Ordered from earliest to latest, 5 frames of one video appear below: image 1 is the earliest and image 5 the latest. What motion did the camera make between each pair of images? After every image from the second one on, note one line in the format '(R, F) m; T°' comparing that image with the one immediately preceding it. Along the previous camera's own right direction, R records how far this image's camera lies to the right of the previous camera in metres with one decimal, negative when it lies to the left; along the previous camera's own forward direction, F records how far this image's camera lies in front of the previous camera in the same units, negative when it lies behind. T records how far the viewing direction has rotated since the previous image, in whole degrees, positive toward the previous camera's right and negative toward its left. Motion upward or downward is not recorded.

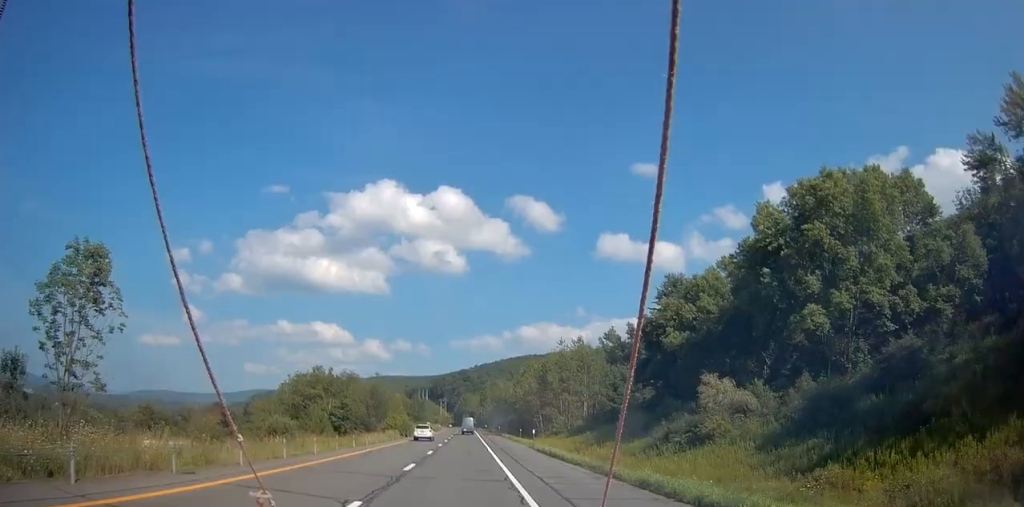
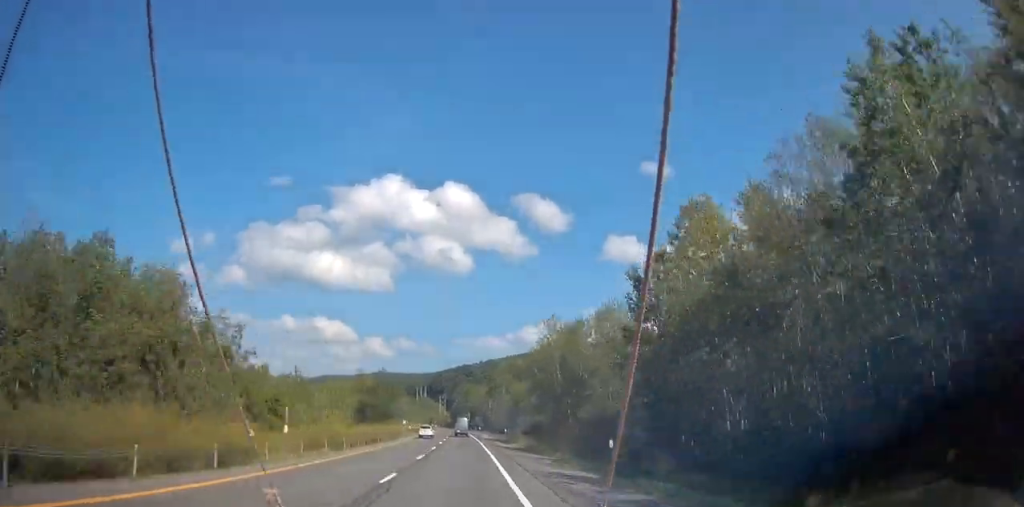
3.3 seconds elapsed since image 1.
(+0.2, +89.5) m; 0°
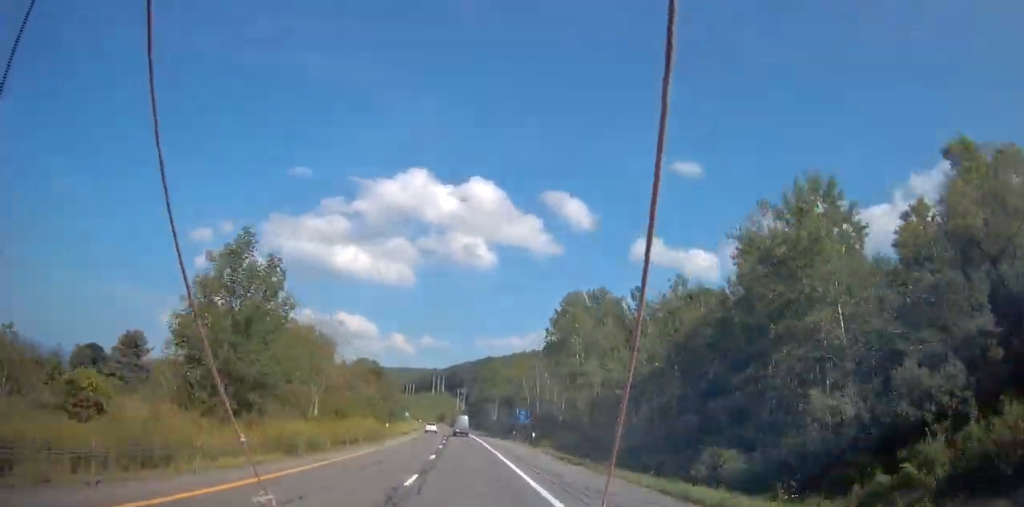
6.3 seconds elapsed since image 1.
(-1.4, +86.1) m; -2°
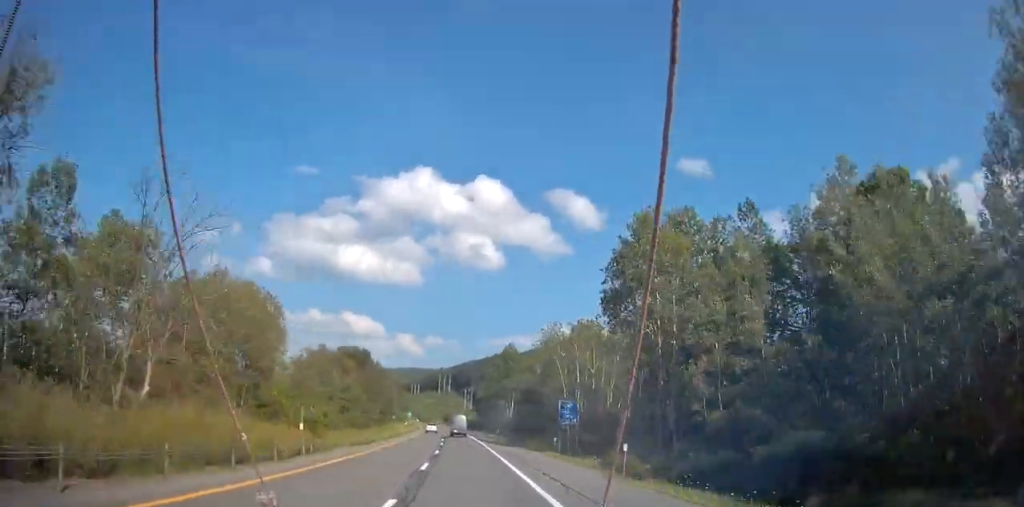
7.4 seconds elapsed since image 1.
(-0.1, +30.2) m; -1°
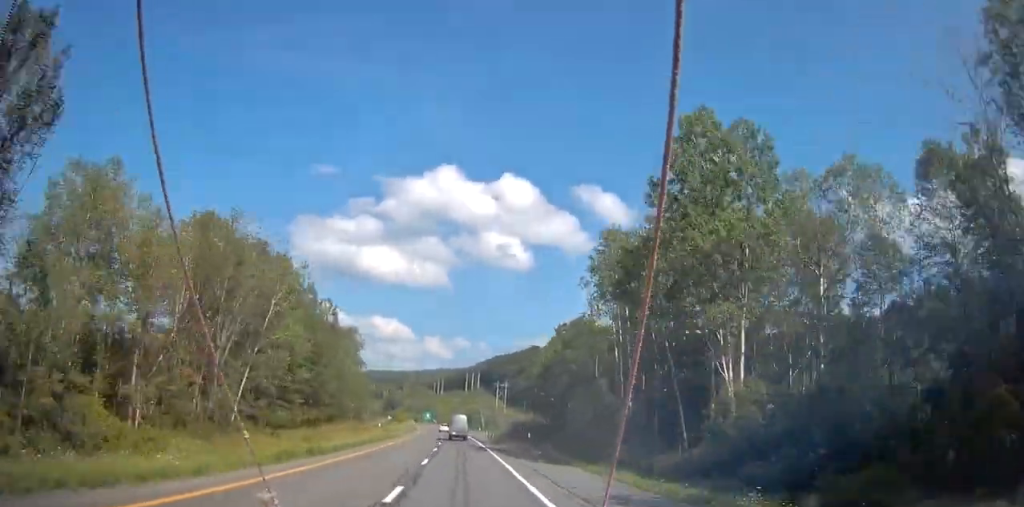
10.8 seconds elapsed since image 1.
(-2.4, +94.8) m; -3°
